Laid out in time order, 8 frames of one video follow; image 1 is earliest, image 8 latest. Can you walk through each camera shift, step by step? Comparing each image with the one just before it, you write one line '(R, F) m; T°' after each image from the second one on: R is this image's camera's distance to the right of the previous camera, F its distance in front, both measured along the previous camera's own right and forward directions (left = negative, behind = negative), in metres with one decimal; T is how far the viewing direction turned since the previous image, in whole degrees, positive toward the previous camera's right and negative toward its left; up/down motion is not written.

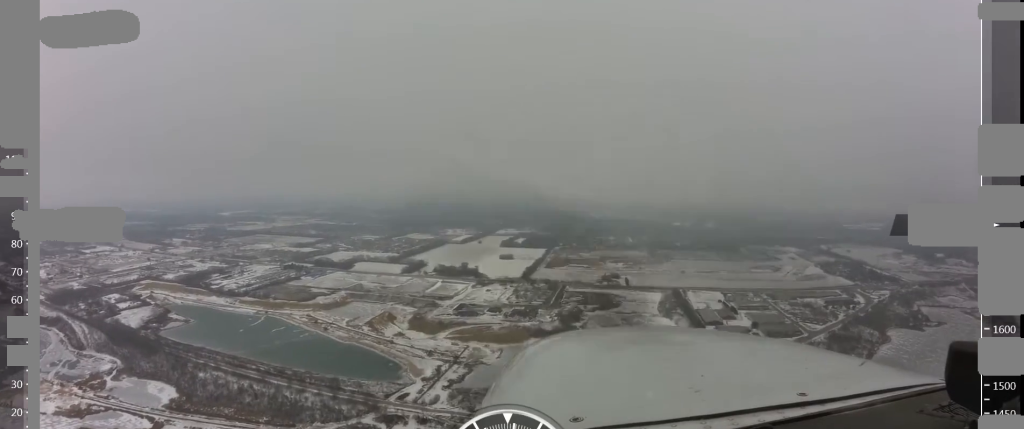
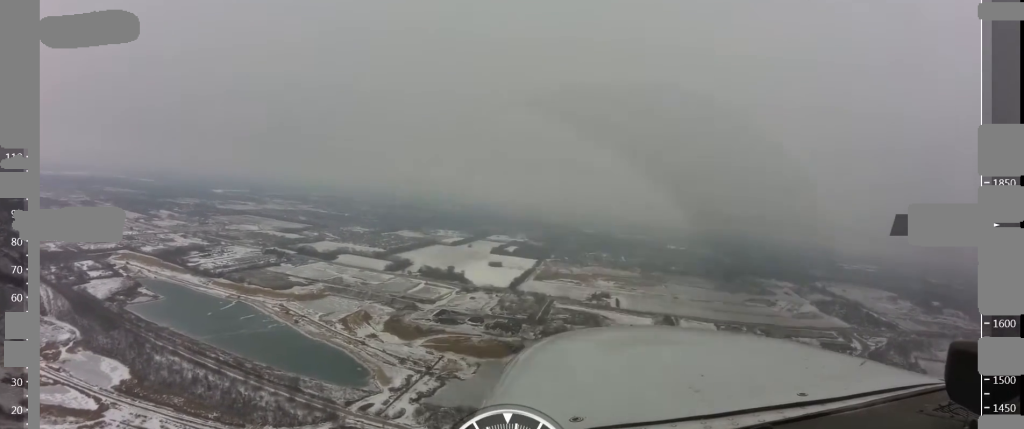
(-1.4, +55.9) m; -2°
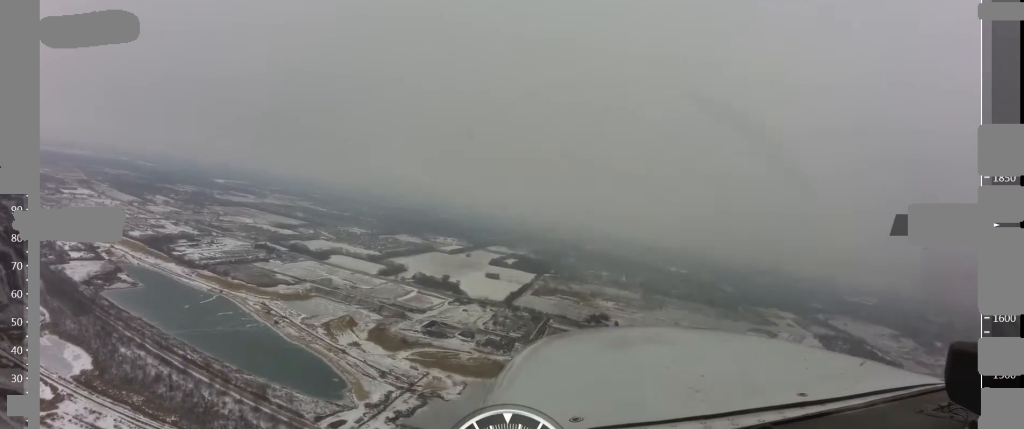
(-1.9, +55.0) m; -5°
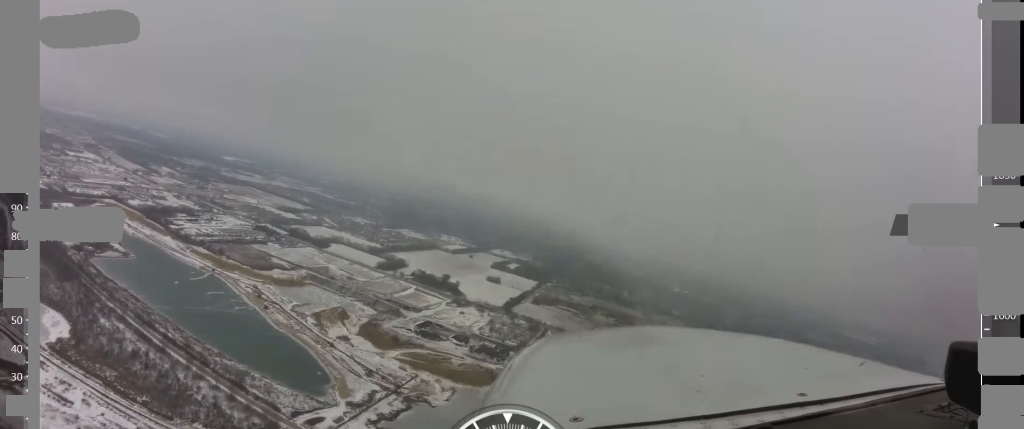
(-1.5, +30.1) m; -3°
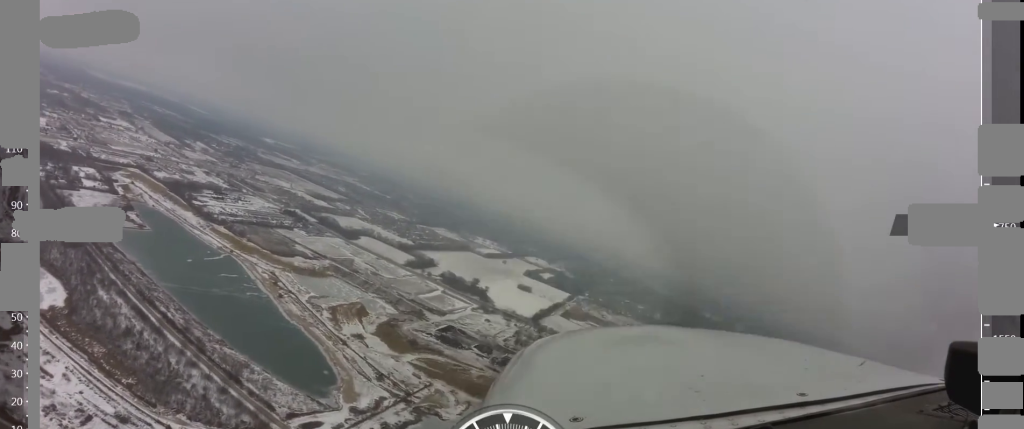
(-0.1, +48.1) m; -2°
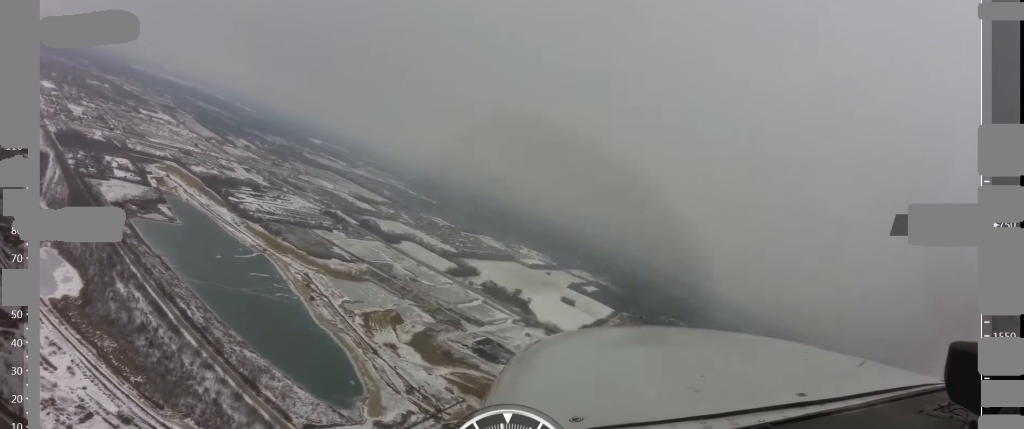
(+0.2, +34.9) m; -6°
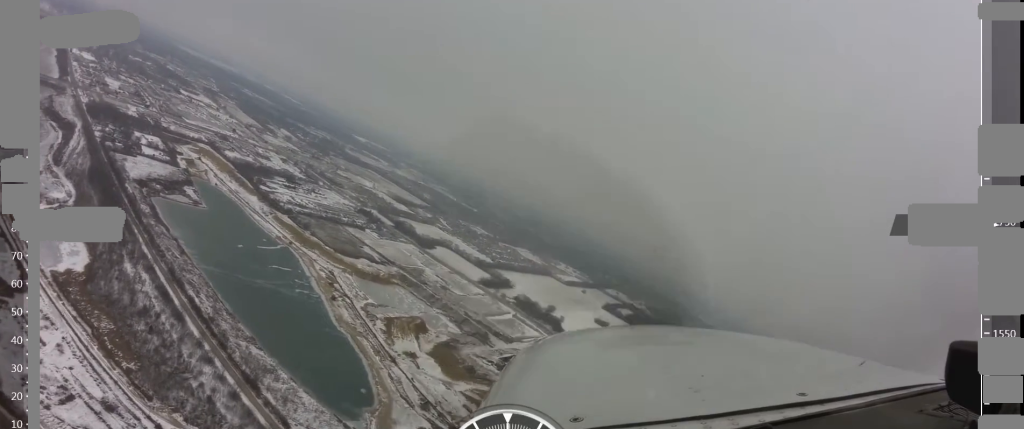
(-4.2, +38.5) m; -7°
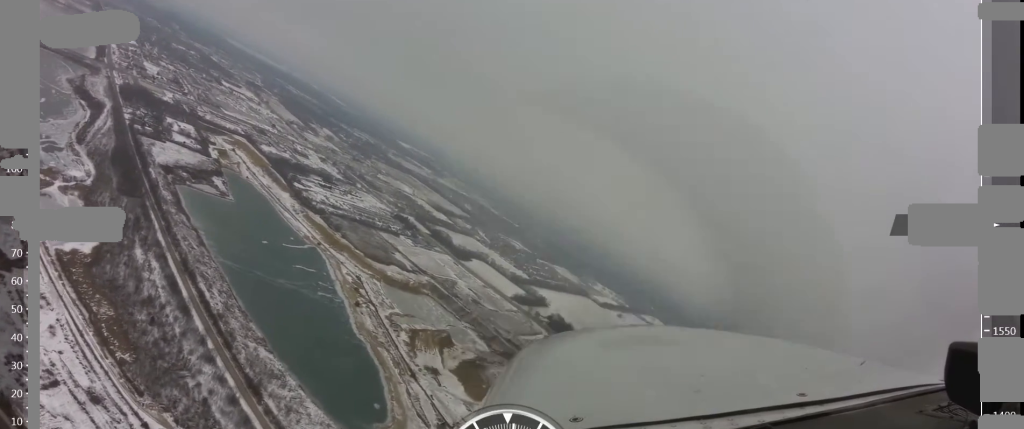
(-0.7, +36.8) m; -7°
